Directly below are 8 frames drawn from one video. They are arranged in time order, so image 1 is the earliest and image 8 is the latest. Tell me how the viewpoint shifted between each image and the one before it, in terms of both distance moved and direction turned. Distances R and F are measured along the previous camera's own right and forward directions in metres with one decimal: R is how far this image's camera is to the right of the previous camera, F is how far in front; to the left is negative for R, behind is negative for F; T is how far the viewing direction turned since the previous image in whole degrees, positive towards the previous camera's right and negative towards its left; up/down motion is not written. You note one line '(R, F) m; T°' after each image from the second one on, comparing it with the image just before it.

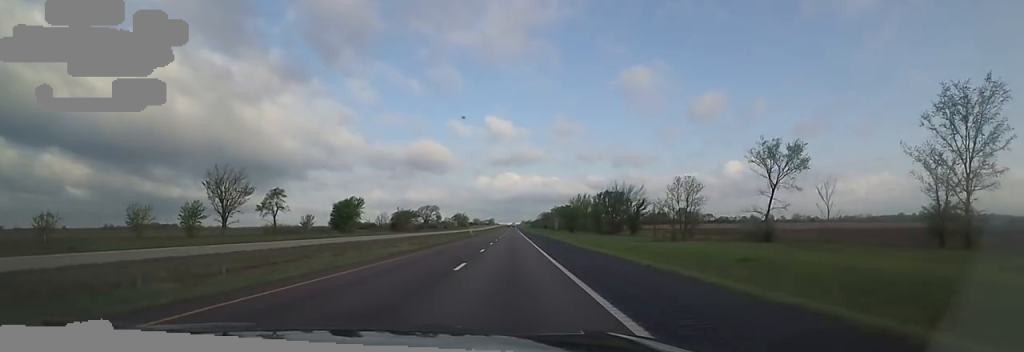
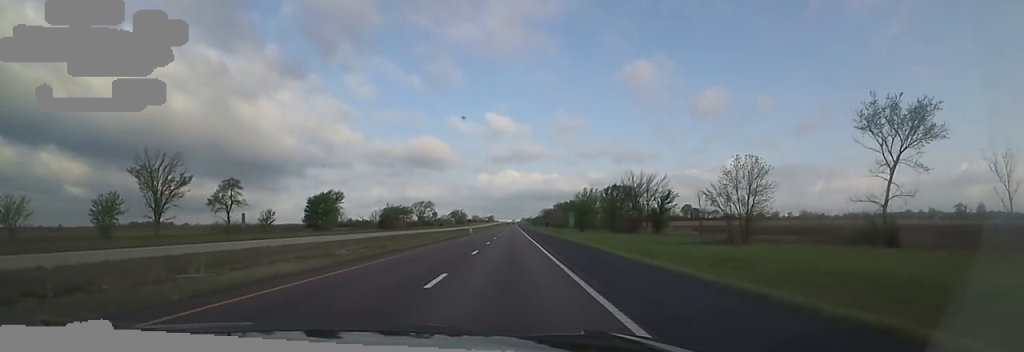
(-0.3, +17.1) m; +1°
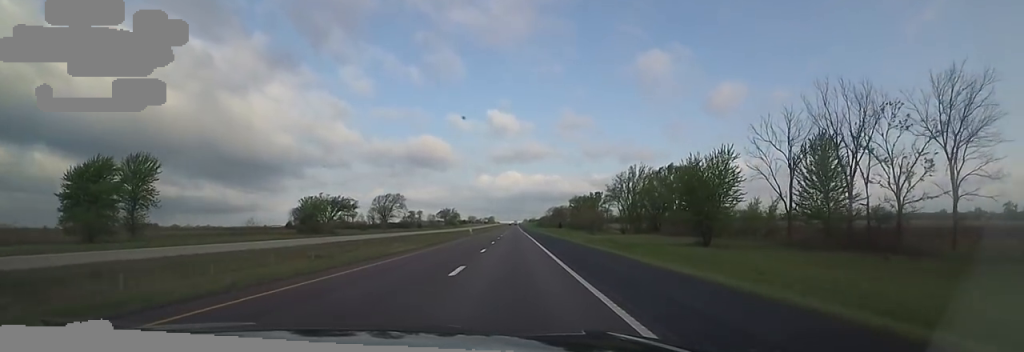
(+0.1, +72.0) m; 0°
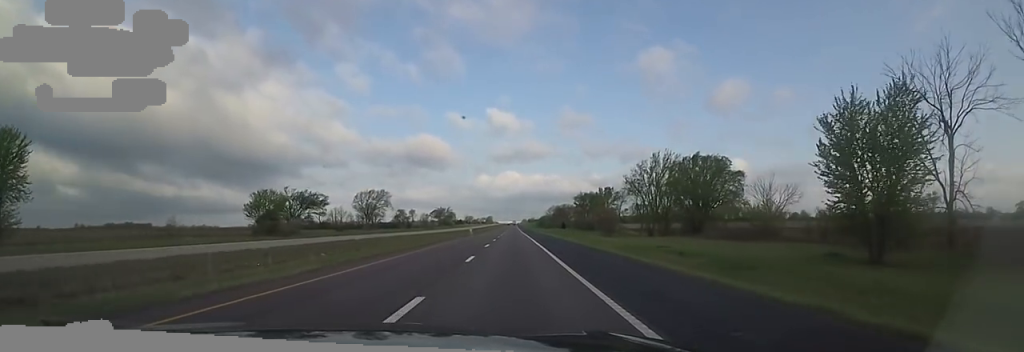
(-0.3, +21.3) m; 0°
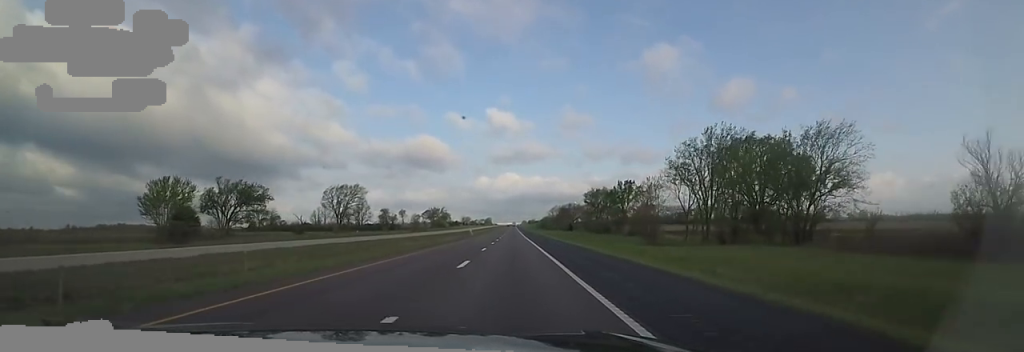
(+1.1, +26.9) m; +2°
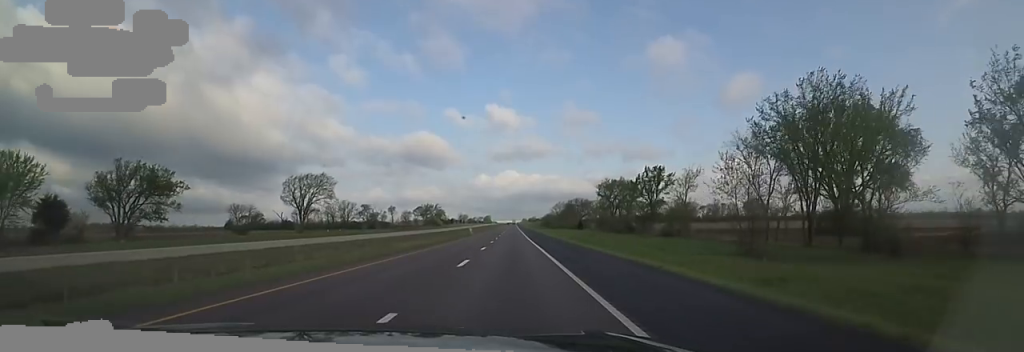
(-0.2, +24.4) m; -2°
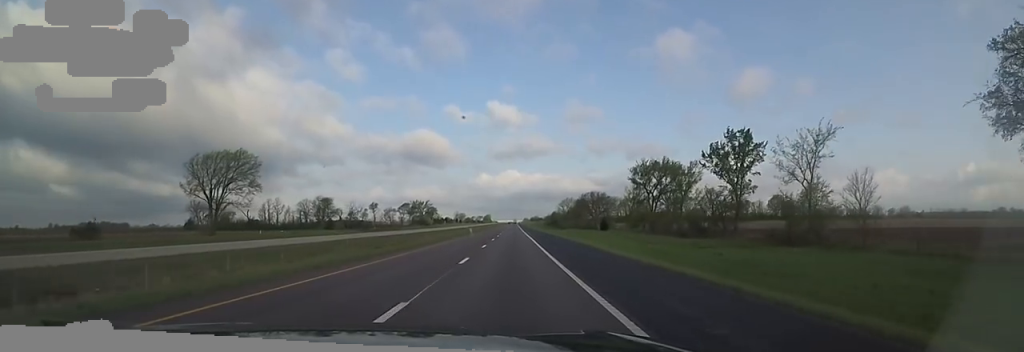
(-0.9, +35.7) m; -1°
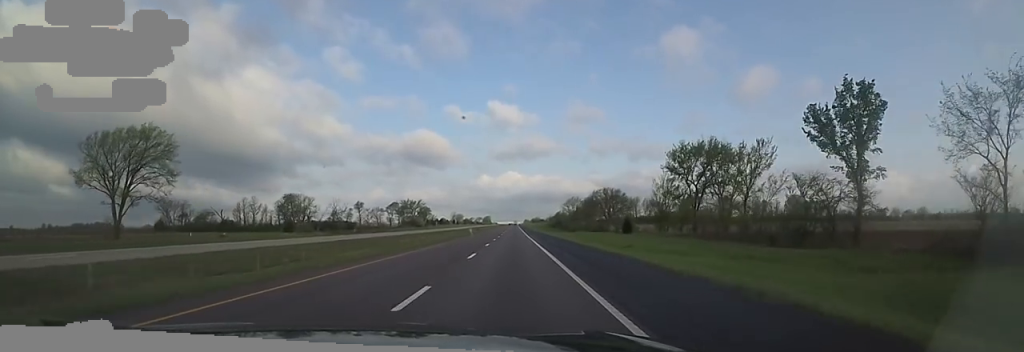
(+0.1, +21.8) m; +1°
